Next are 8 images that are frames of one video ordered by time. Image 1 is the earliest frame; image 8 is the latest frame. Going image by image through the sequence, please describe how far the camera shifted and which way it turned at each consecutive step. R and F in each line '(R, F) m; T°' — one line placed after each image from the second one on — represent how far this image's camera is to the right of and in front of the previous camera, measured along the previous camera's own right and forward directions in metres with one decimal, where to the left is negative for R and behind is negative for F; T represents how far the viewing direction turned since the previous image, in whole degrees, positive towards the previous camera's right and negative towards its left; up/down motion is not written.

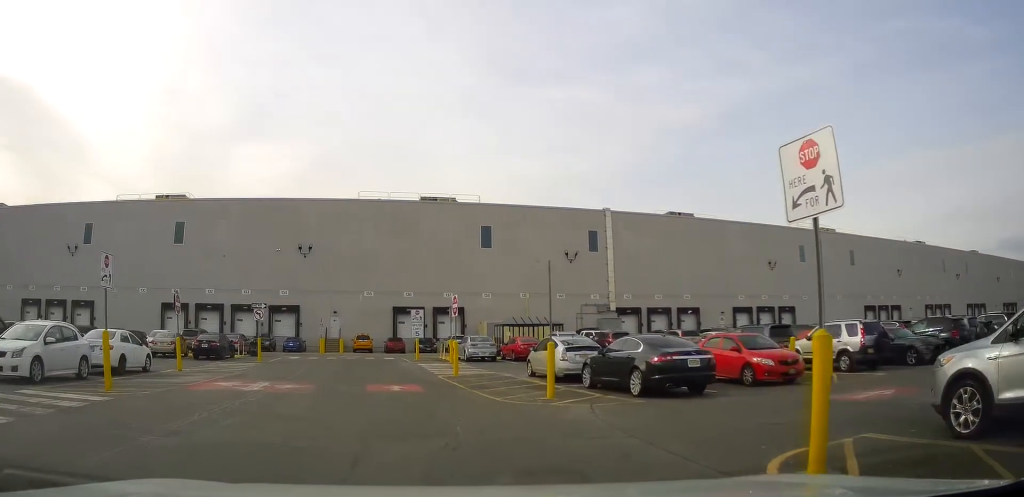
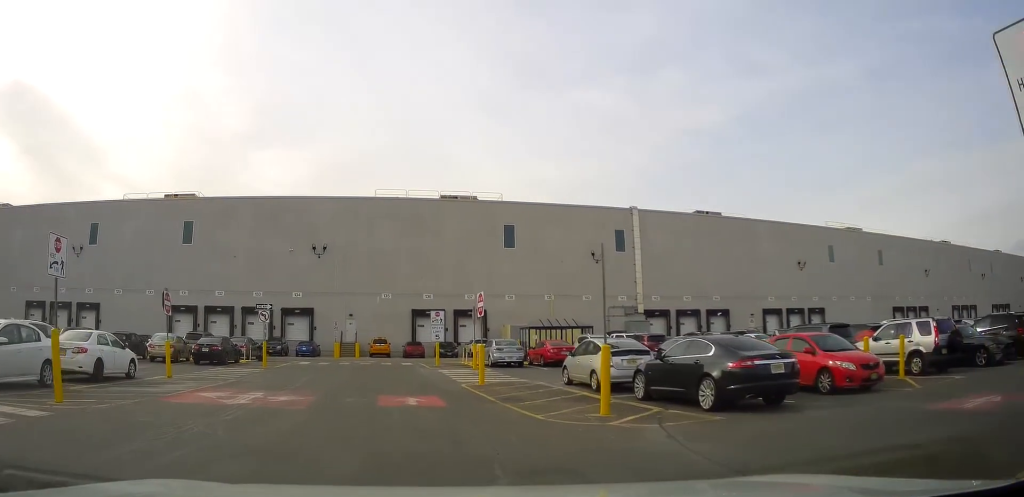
(0.0, +3.1) m; -7°
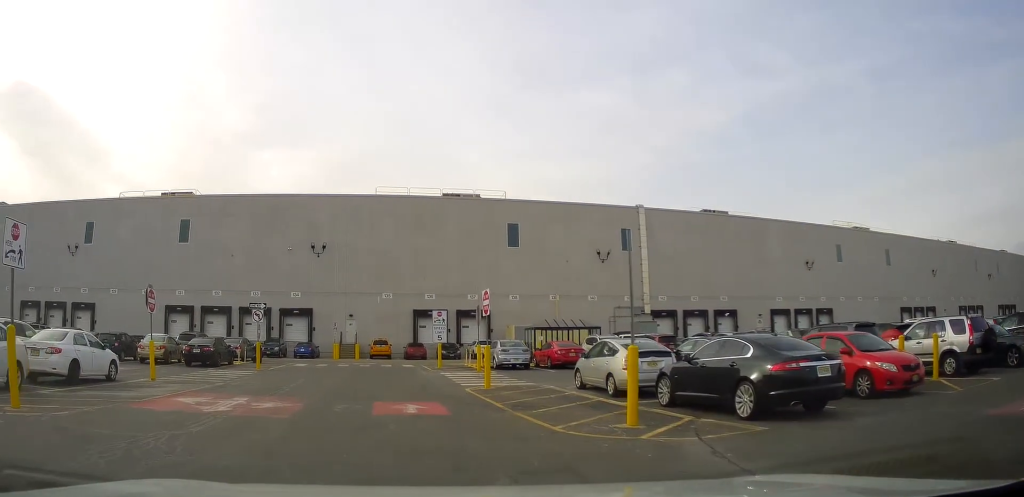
(-0.1, +1.8) m; -4°
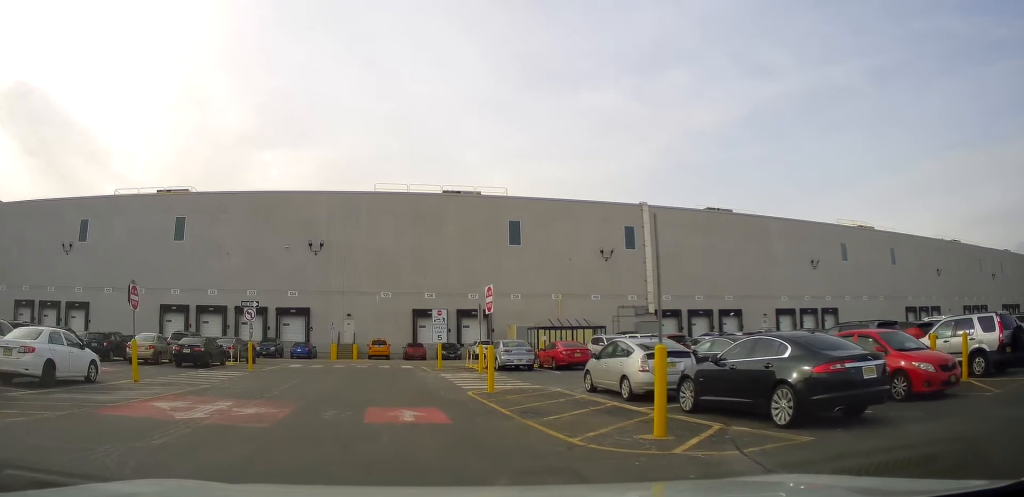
(-0.3, +1.9) m; -3°
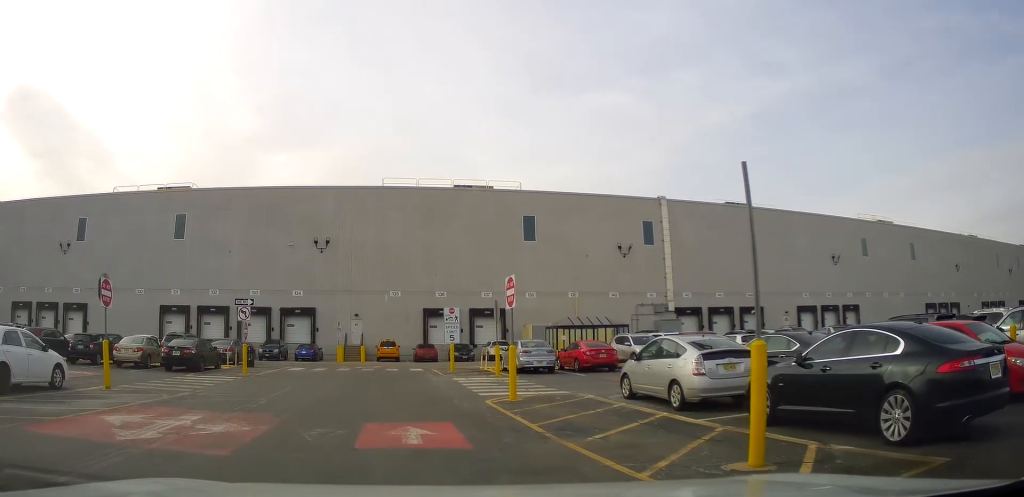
(+0.6, +2.3) m; 0°
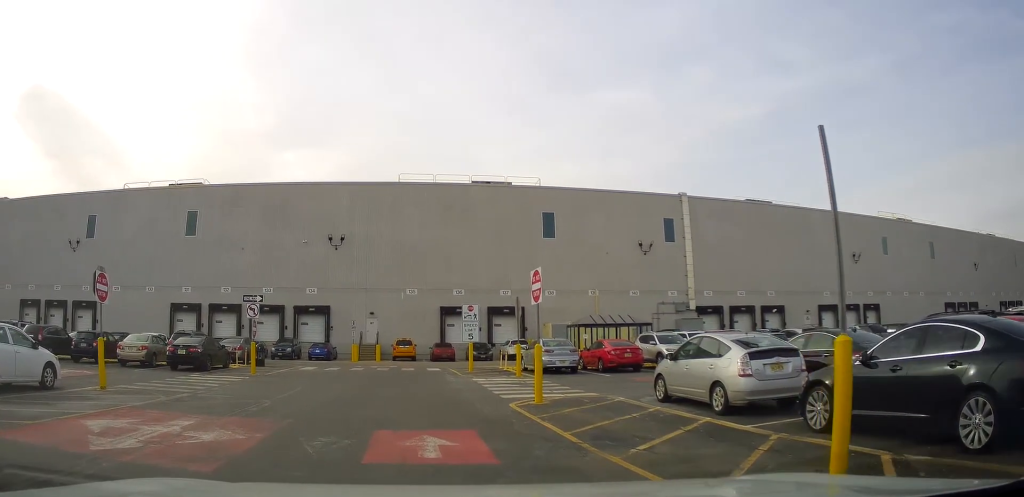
(+0.1, +0.6) m; 0°
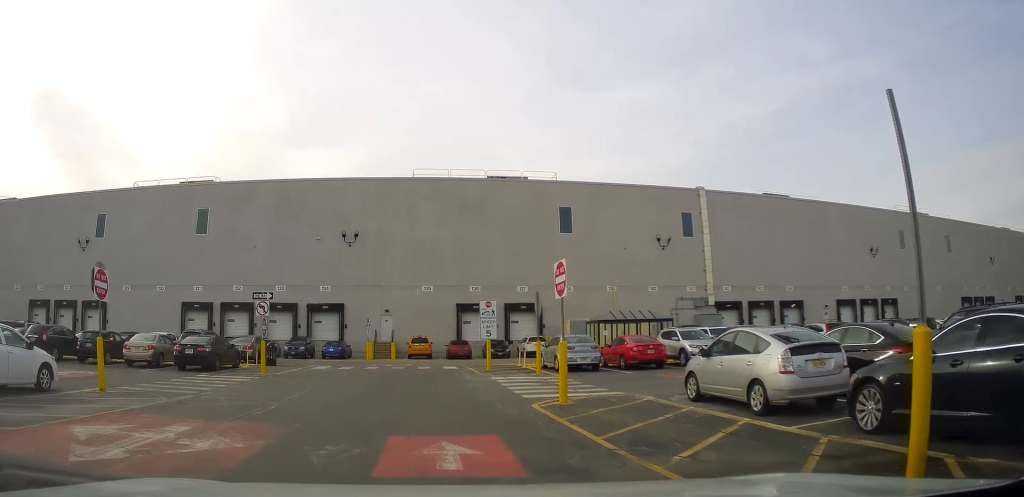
(+0.1, +0.3) m; 0°
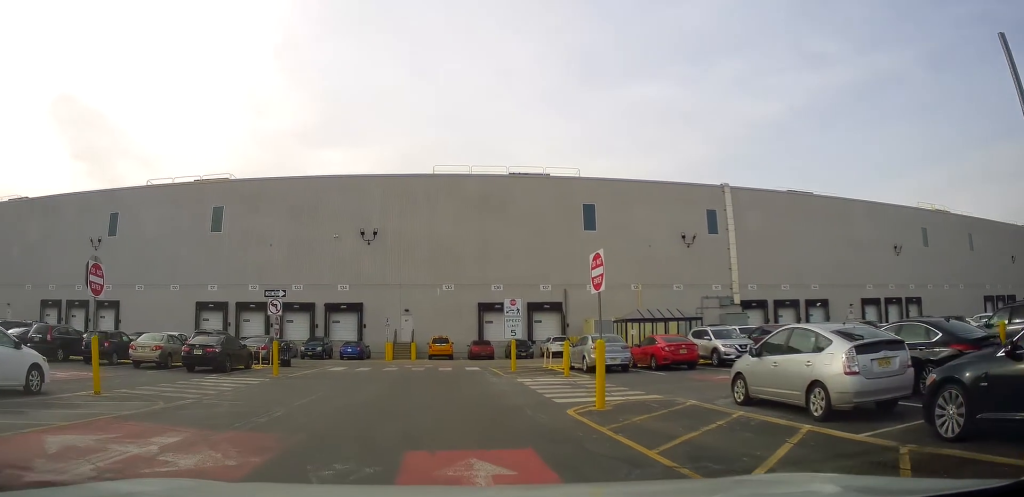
(-0.3, +0.7) m; -6°
